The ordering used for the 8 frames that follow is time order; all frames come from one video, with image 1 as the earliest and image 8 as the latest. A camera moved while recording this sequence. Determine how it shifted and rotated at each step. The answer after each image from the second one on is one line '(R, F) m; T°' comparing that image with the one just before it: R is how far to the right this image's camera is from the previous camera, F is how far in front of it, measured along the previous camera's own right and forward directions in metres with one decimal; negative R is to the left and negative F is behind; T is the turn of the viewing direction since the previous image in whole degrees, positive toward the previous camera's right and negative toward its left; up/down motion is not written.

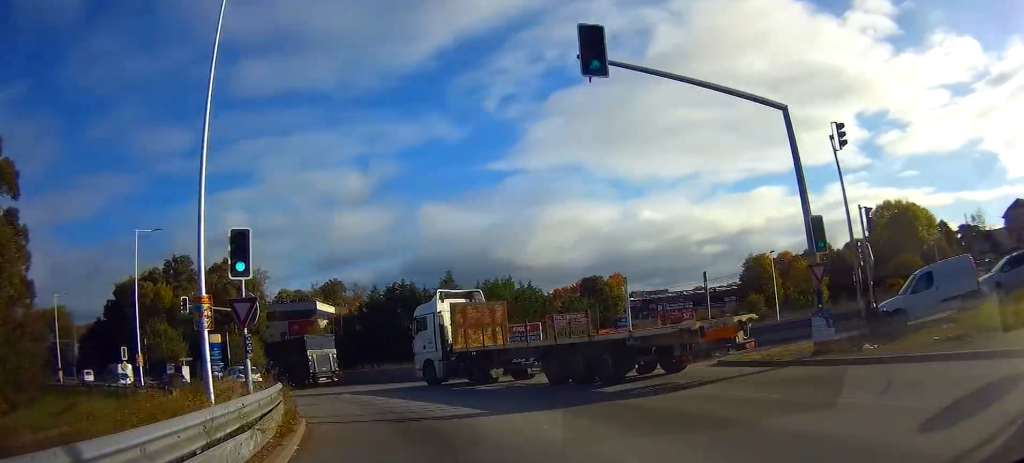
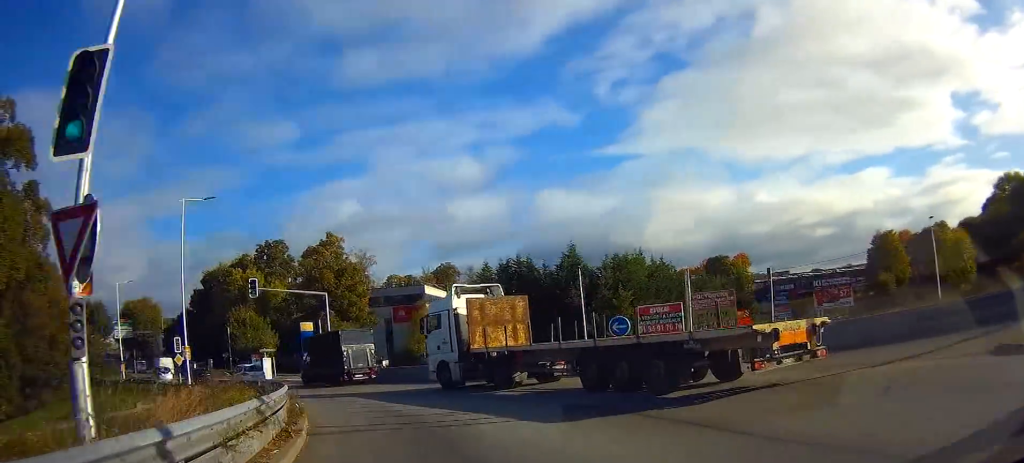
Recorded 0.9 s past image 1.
(-0.8, +7.3) m; -11°
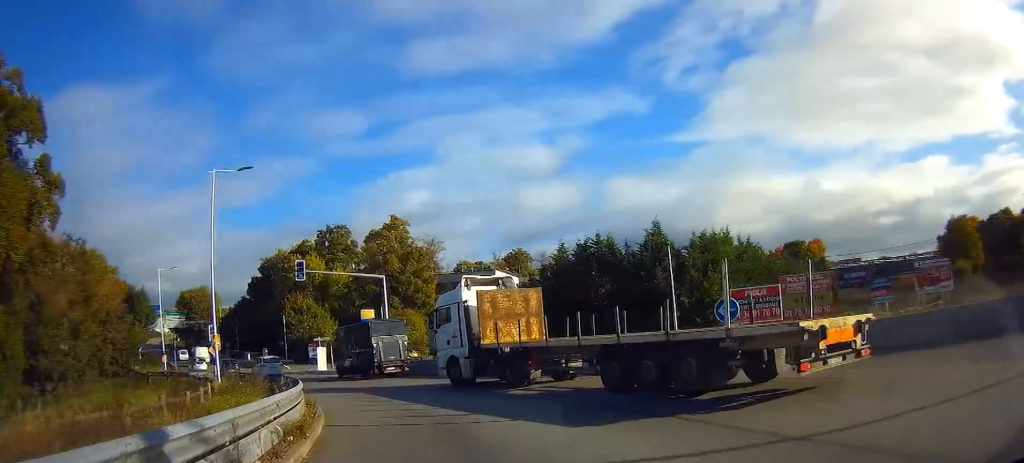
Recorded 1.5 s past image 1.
(-0.3, +4.3) m; -6°
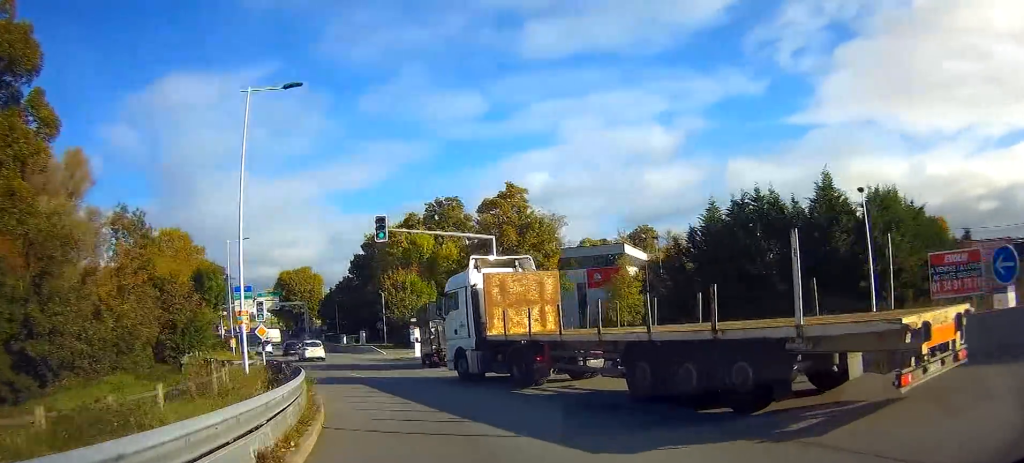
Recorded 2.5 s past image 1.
(-0.9, +8.6) m; -12°
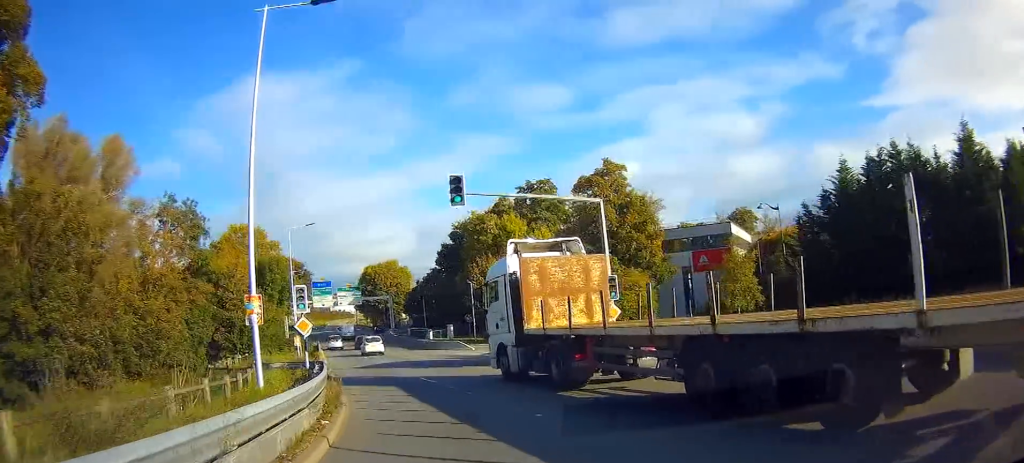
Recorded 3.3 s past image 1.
(-0.3, +6.1) m; -9°
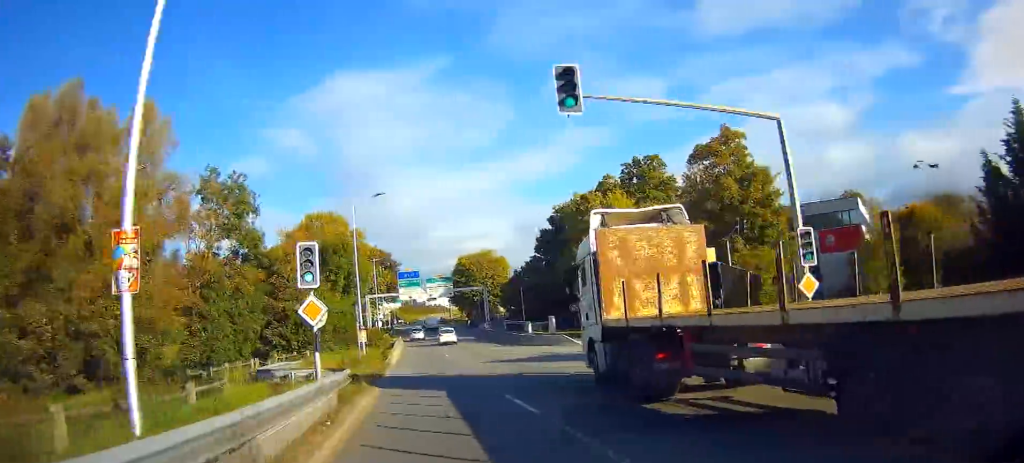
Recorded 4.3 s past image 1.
(-0.9, +8.6) m; -9°
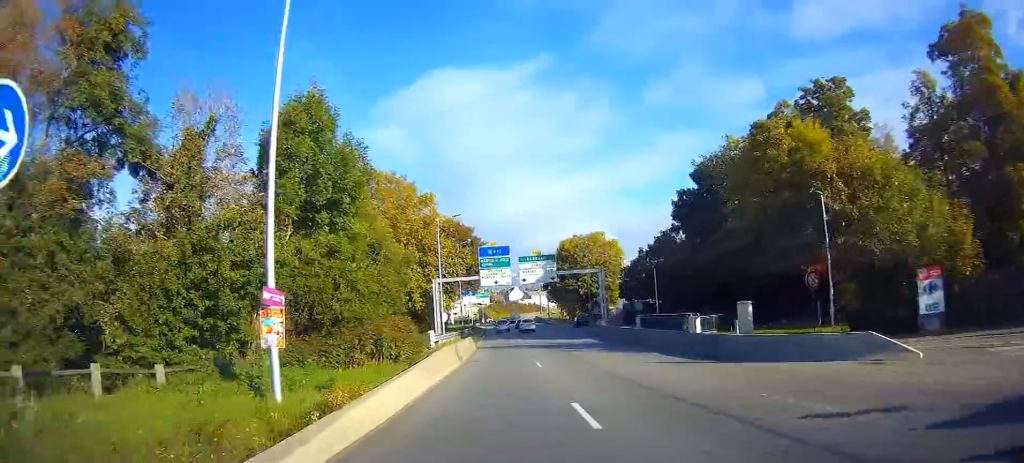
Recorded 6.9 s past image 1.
(-3.2, +26.2) m; -10°
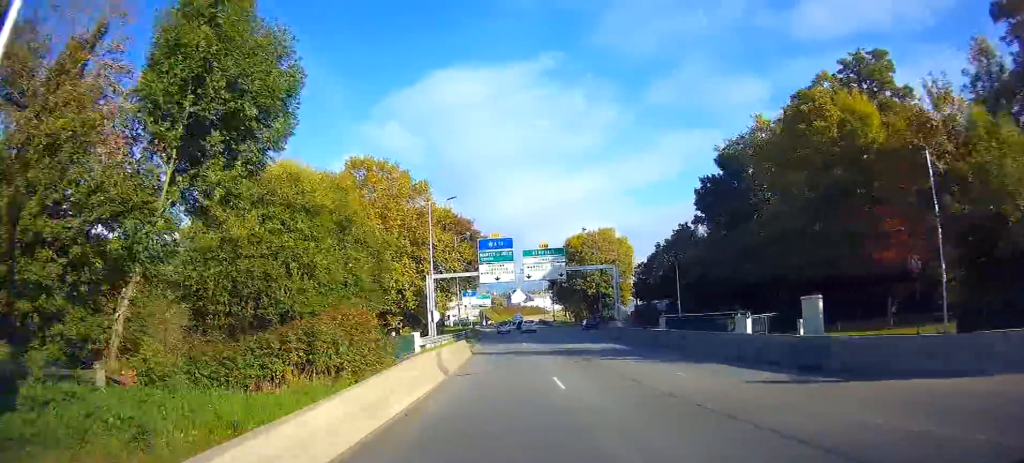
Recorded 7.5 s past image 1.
(-0.1, +7.4) m; -1°
